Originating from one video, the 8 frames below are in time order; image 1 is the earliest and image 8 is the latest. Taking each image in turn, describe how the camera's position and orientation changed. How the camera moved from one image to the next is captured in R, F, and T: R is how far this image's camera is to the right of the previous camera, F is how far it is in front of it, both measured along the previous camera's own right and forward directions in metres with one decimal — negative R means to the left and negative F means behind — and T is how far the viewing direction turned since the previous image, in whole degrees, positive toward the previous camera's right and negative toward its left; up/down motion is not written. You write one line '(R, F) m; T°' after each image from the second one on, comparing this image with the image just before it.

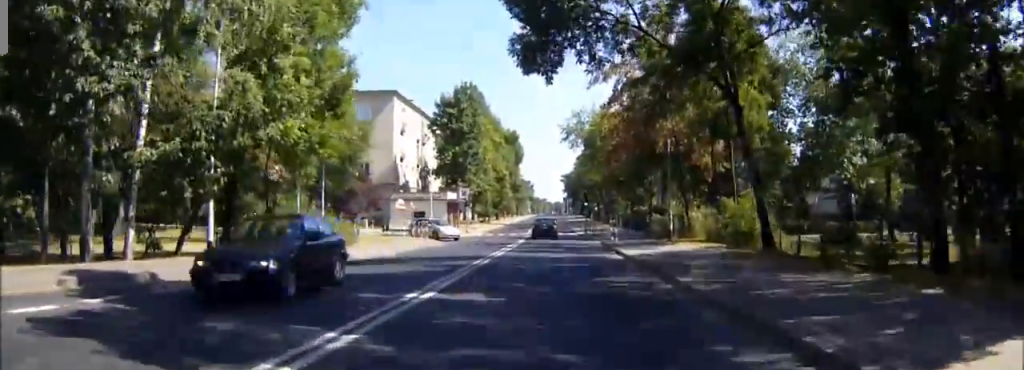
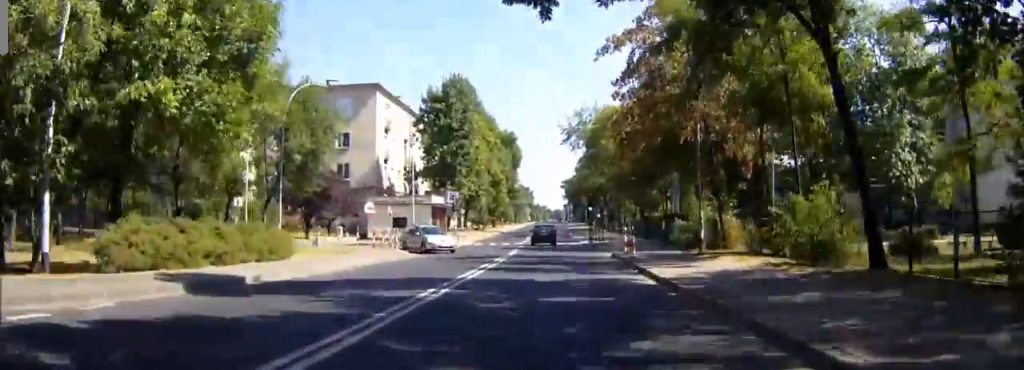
(+0.2, +8.0) m; 0°
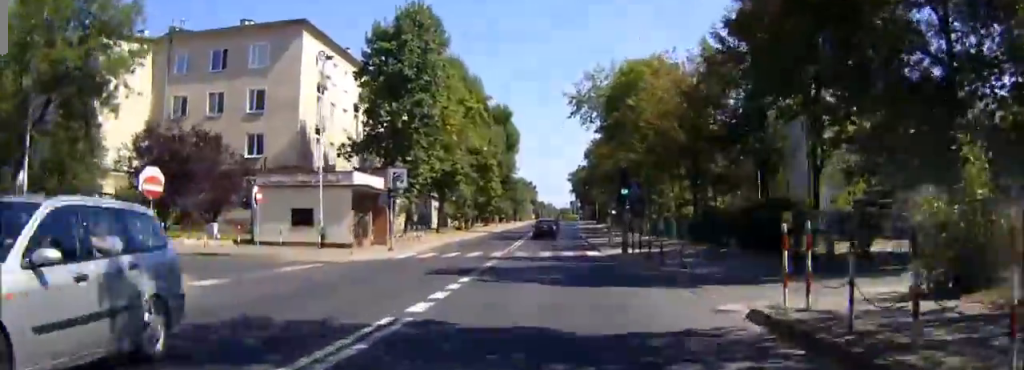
(-0.4, +23.3) m; -2°
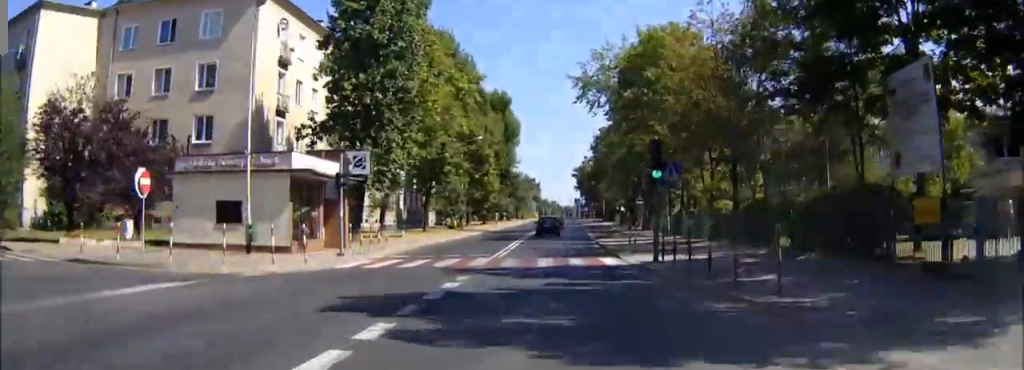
(-0.1, +8.7) m; -1°
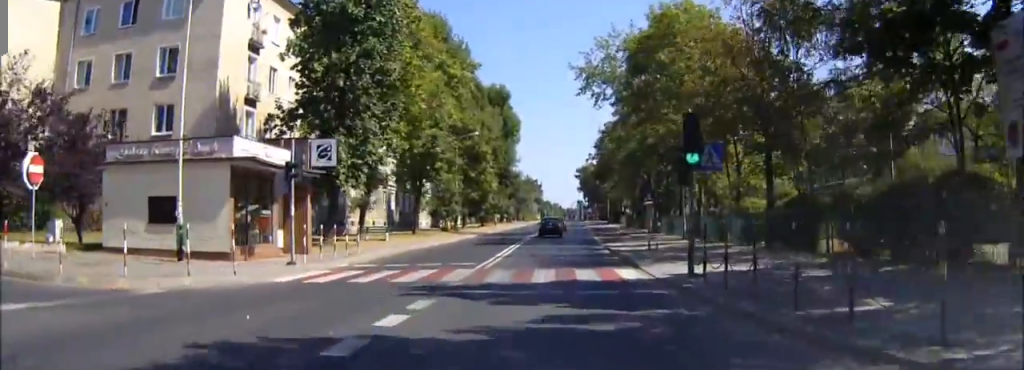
(0.0, +5.3) m; 0°
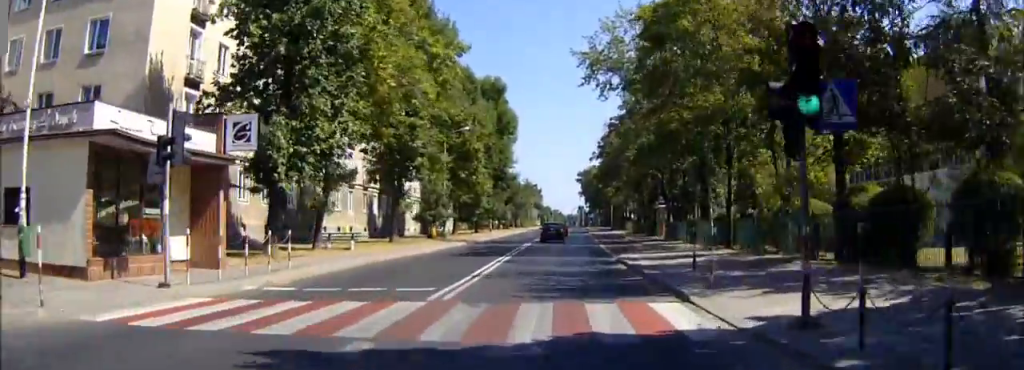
(0.0, +7.5) m; 0°
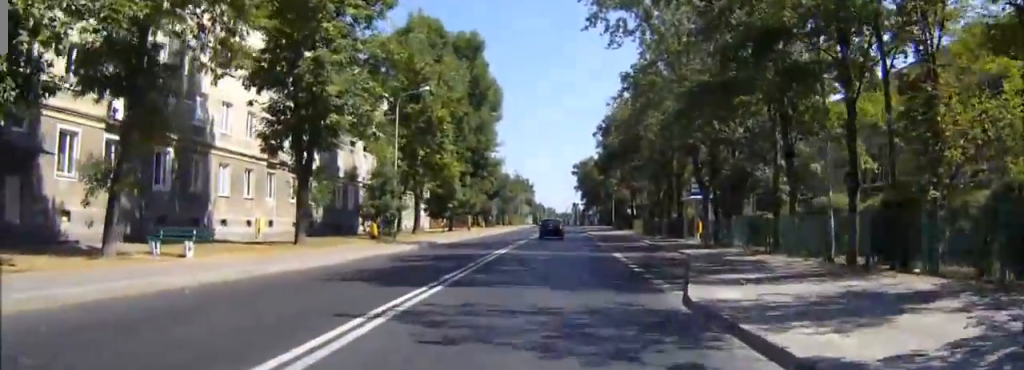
(+0.1, +16.5) m; +1°
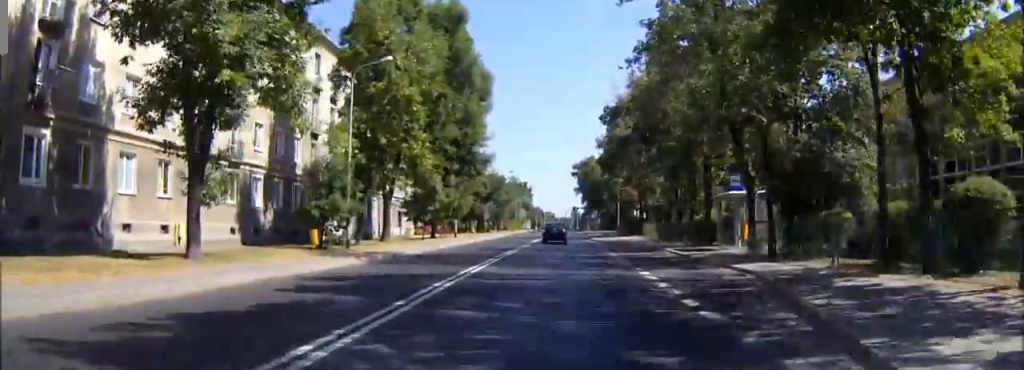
(+0.1, +9.8) m; +1°
